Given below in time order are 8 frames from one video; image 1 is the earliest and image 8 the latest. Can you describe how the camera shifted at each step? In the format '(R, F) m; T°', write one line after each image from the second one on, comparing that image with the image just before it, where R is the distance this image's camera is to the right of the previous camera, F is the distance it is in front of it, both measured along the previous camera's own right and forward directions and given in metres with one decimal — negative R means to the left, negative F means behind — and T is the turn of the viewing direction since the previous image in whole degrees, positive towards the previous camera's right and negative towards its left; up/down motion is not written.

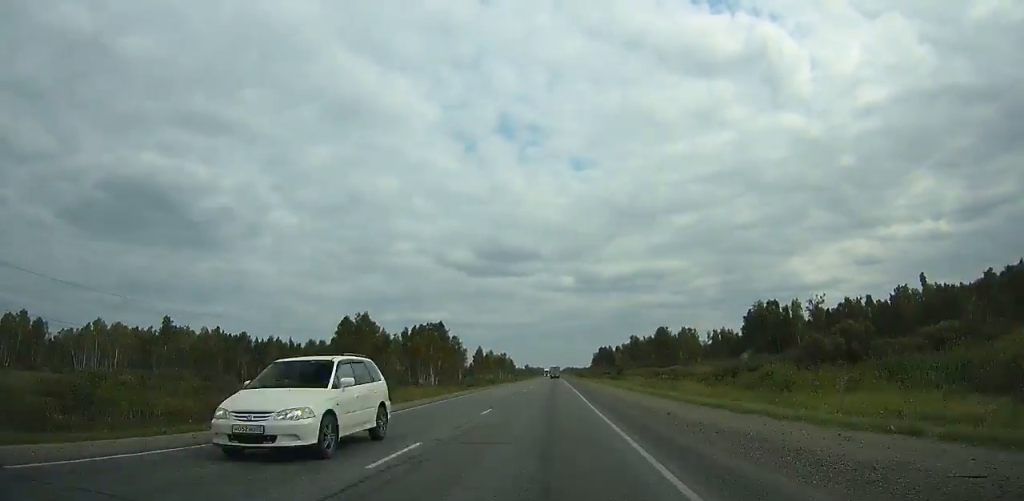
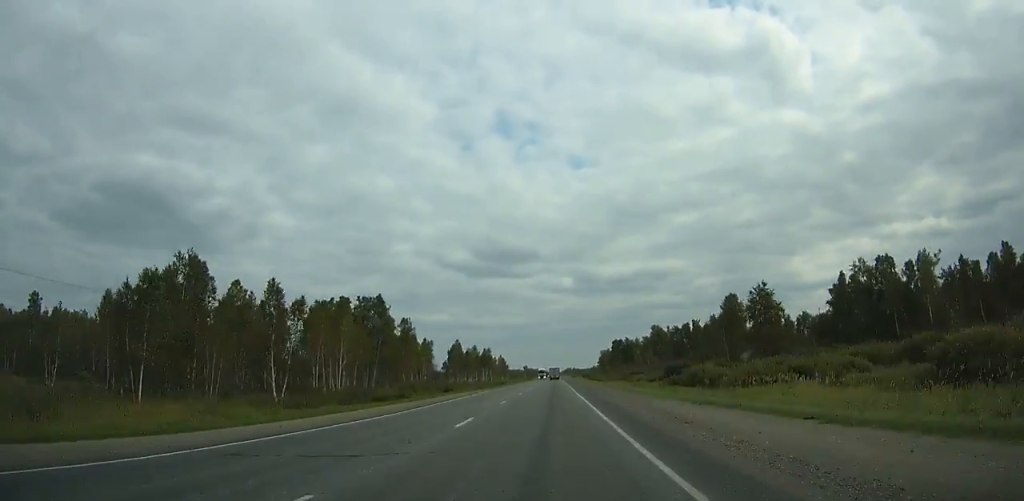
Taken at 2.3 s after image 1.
(+0.1, +52.7) m; 0°
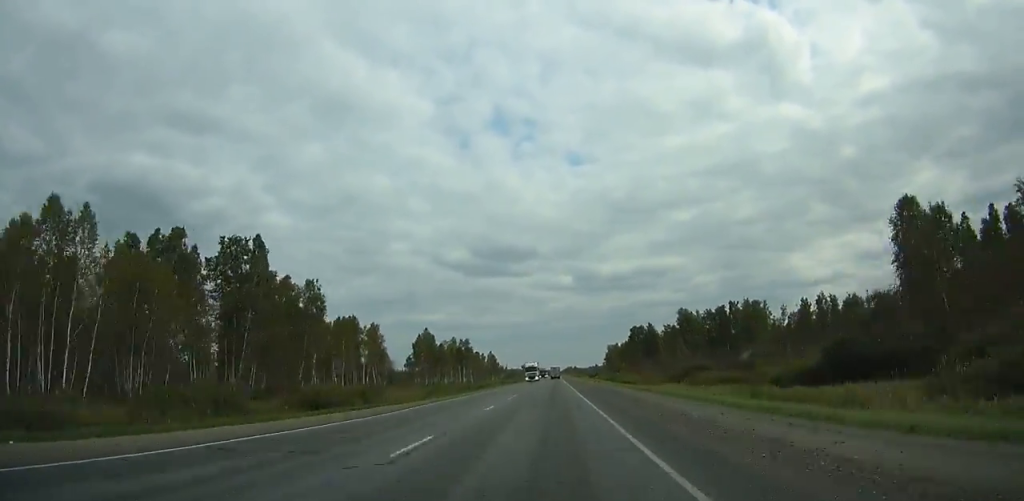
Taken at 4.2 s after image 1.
(+0.1, +43.0) m; 0°
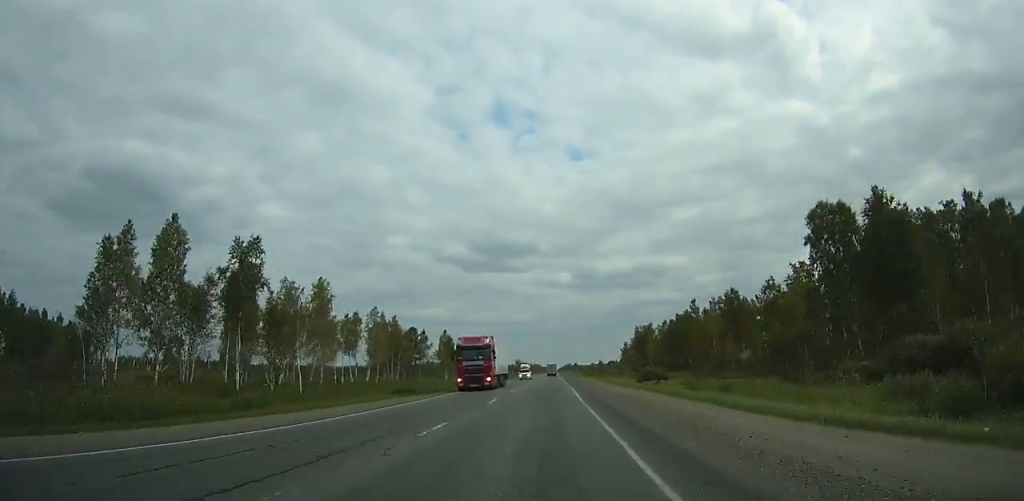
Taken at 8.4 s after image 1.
(-0.3, +93.5) m; 0°
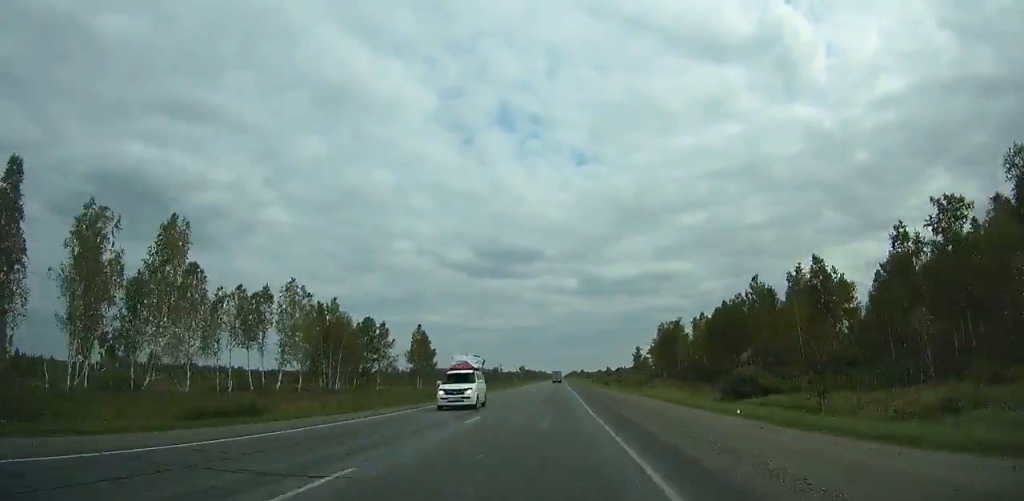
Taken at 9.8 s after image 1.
(0.0, +31.0) m; 0°
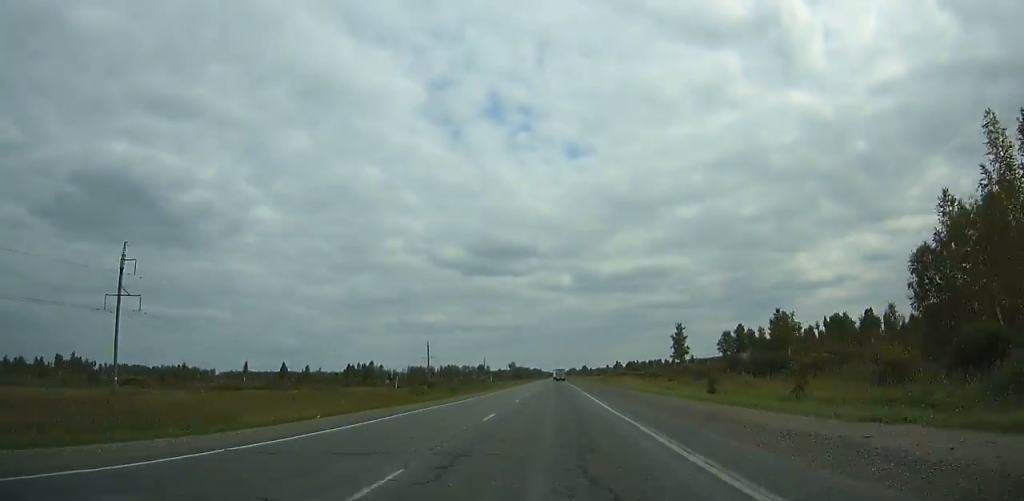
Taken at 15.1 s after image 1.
(+0.1, +118.0) m; 0°
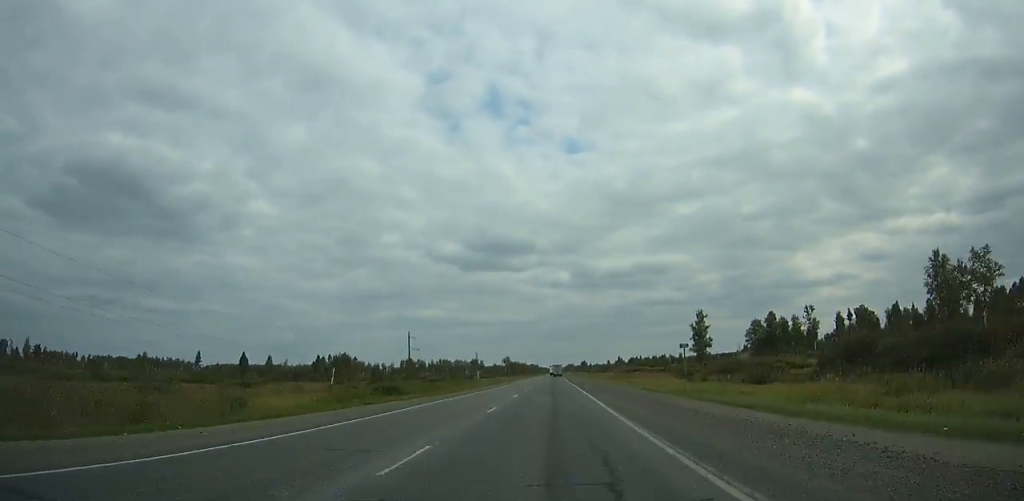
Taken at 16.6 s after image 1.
(0.0, +34.1) m; 0°
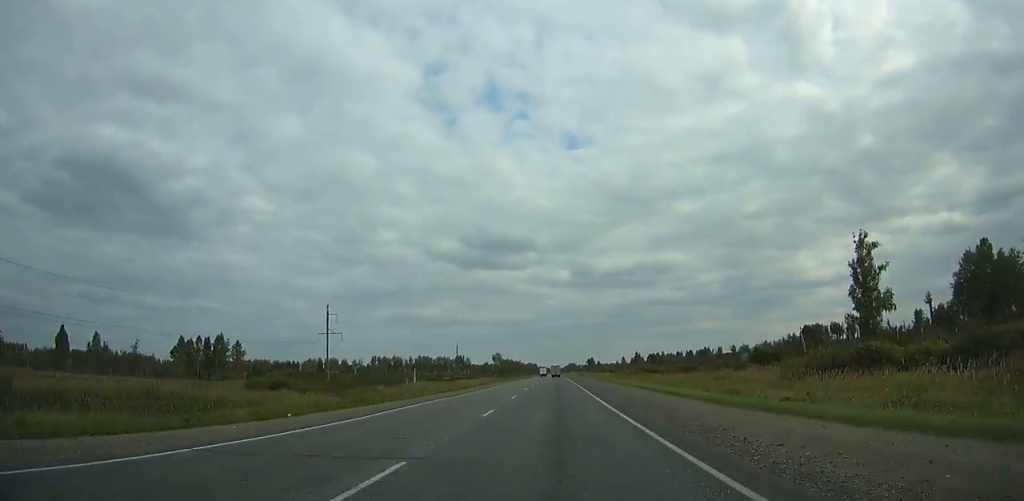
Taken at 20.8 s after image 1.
(+0.1, +97.0) m; 0°
